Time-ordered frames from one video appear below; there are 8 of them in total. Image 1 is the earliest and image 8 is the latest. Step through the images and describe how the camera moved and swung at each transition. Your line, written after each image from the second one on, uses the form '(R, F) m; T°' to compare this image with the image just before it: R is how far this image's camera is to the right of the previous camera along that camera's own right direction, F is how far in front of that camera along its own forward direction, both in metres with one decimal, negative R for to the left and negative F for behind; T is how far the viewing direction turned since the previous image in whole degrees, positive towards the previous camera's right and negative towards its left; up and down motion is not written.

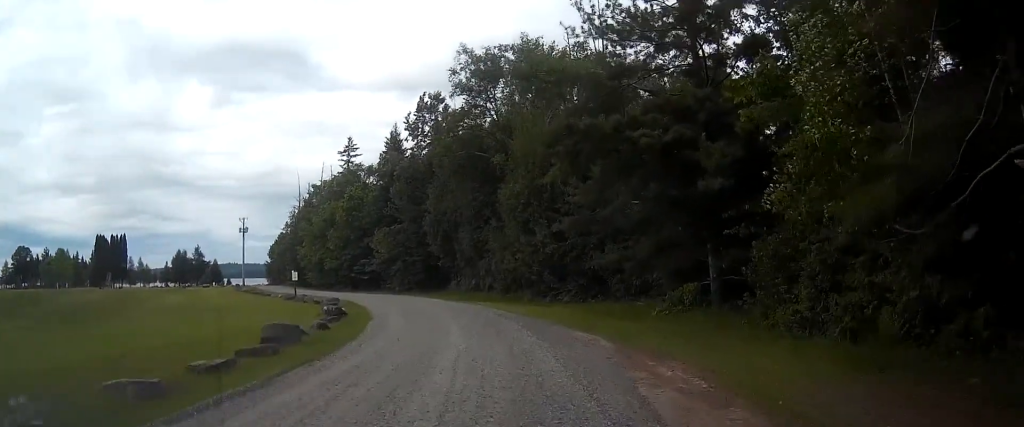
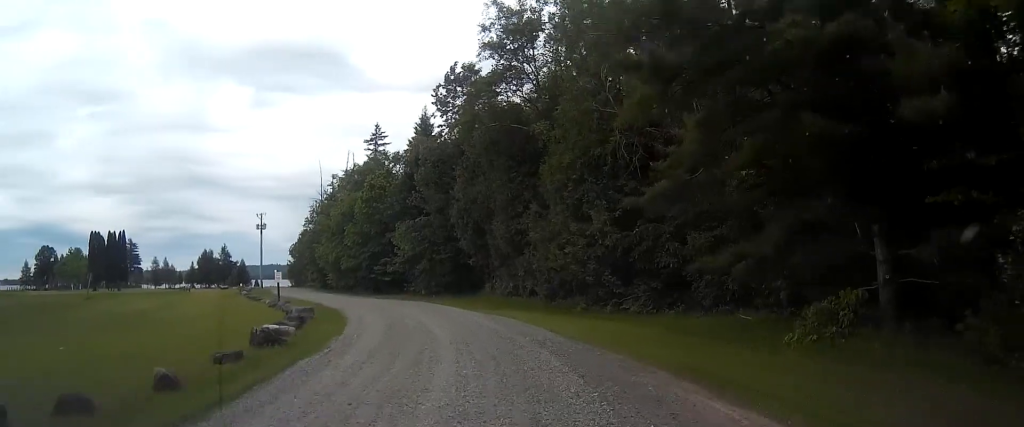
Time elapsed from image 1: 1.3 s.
(0.0, +10.5) m; -2°
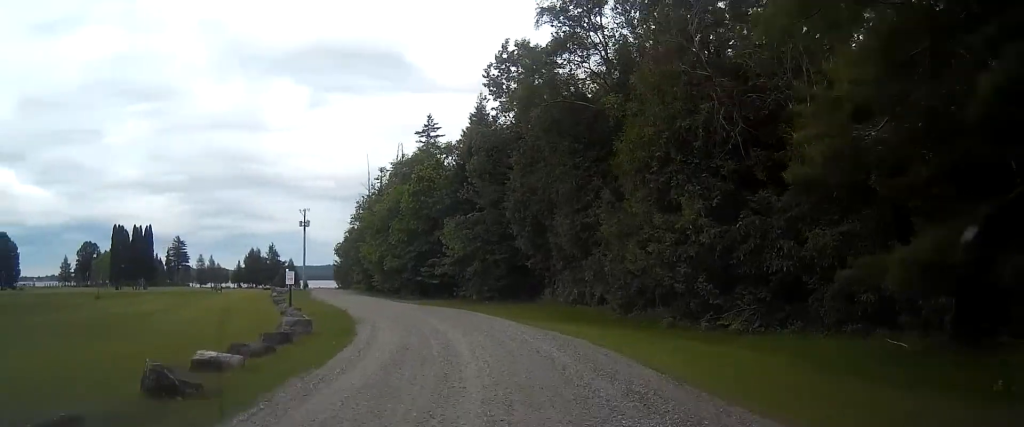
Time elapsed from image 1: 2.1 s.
(-0.1, +6.7) m; -3°
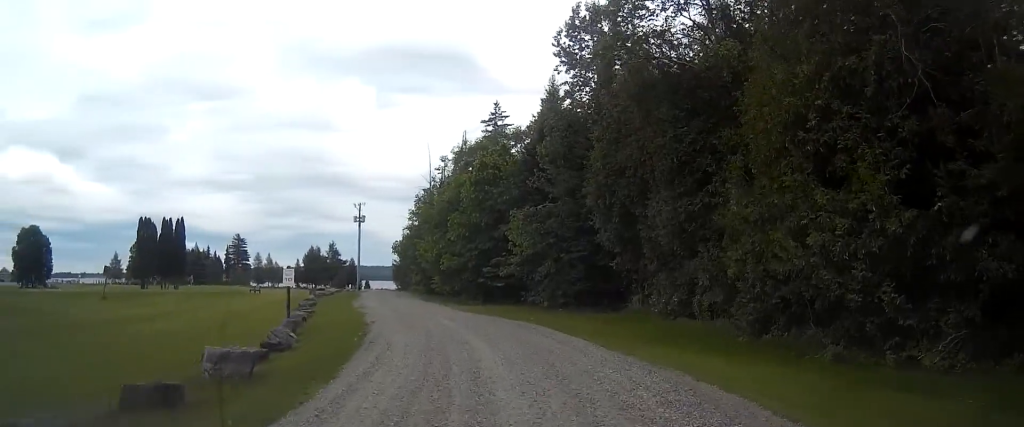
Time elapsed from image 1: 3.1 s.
(-0.3, +8.3) m; -5°
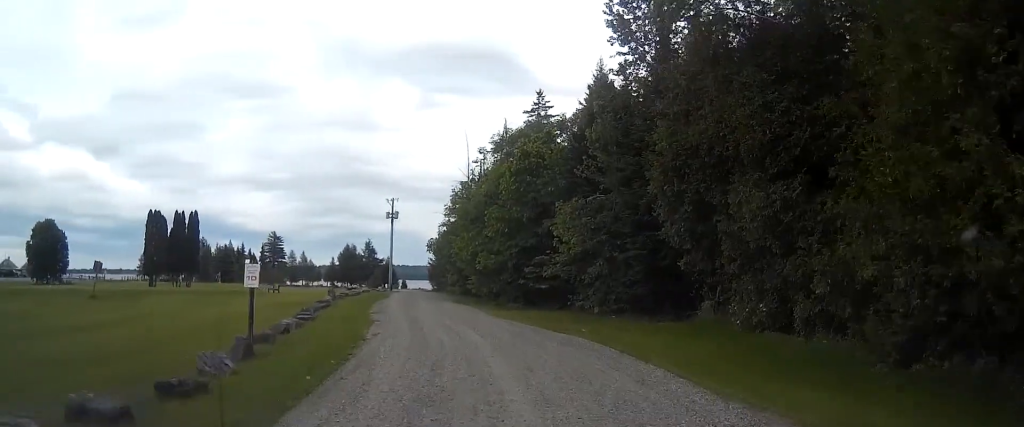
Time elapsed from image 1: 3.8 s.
(-0.2, +6.0) m; -3°
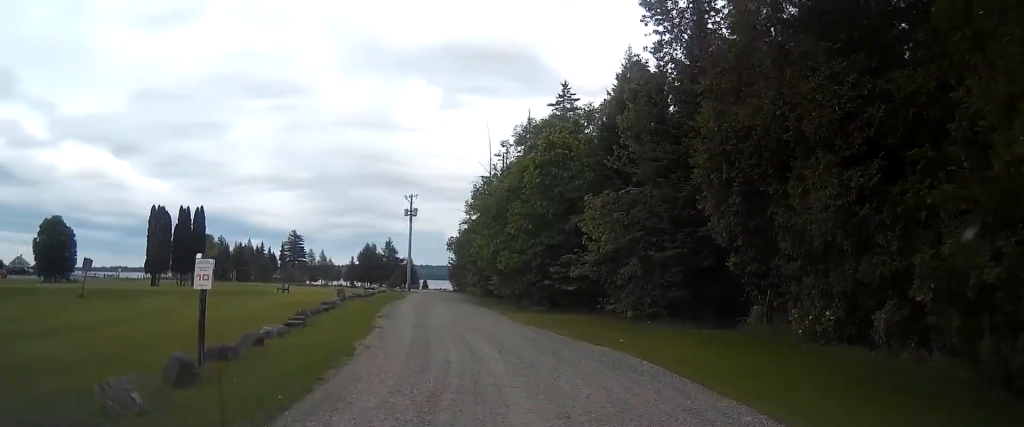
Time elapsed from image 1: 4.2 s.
(0.0, +3.6) m; -2°
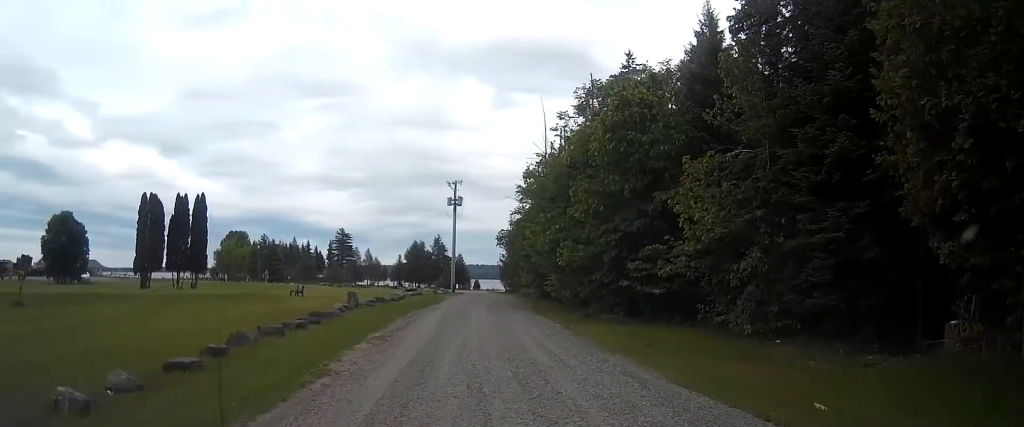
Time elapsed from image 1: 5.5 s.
(-0.6, +10.2) m; -7°
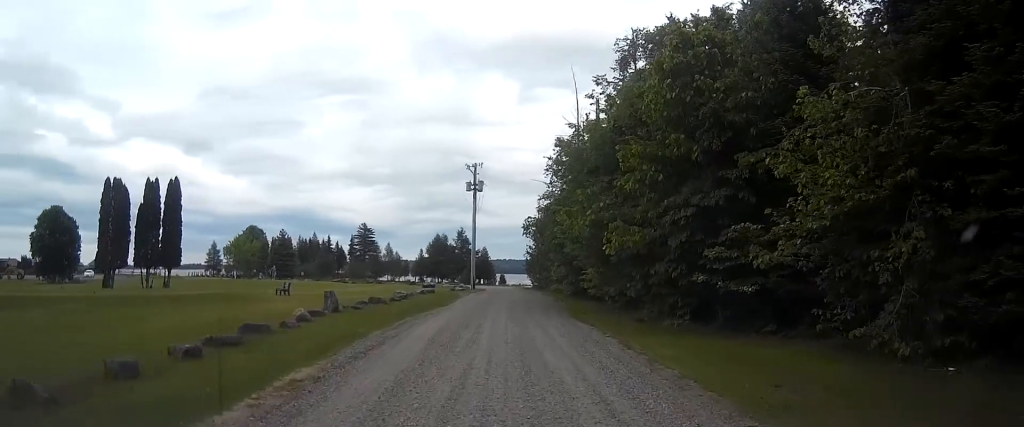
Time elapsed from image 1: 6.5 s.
(-0.4, +8.2) m; -3°
